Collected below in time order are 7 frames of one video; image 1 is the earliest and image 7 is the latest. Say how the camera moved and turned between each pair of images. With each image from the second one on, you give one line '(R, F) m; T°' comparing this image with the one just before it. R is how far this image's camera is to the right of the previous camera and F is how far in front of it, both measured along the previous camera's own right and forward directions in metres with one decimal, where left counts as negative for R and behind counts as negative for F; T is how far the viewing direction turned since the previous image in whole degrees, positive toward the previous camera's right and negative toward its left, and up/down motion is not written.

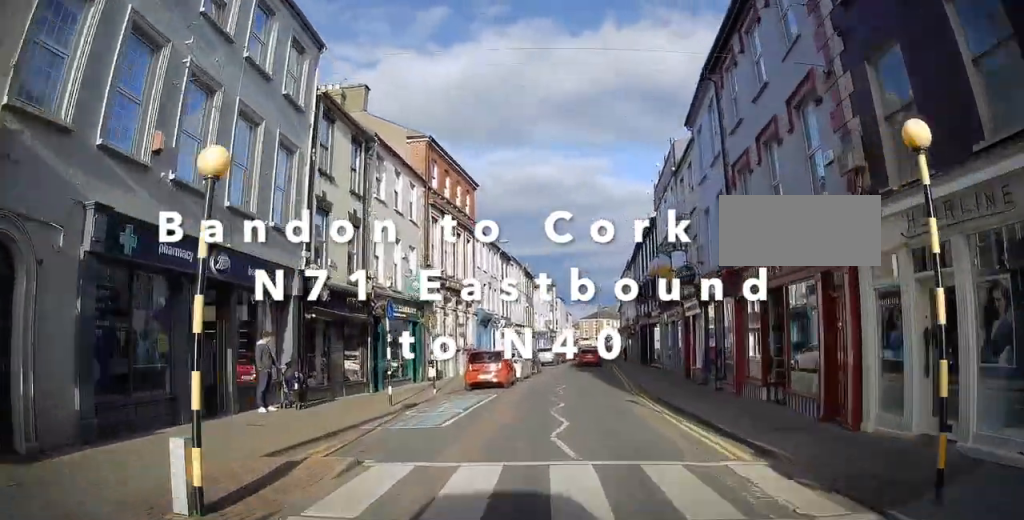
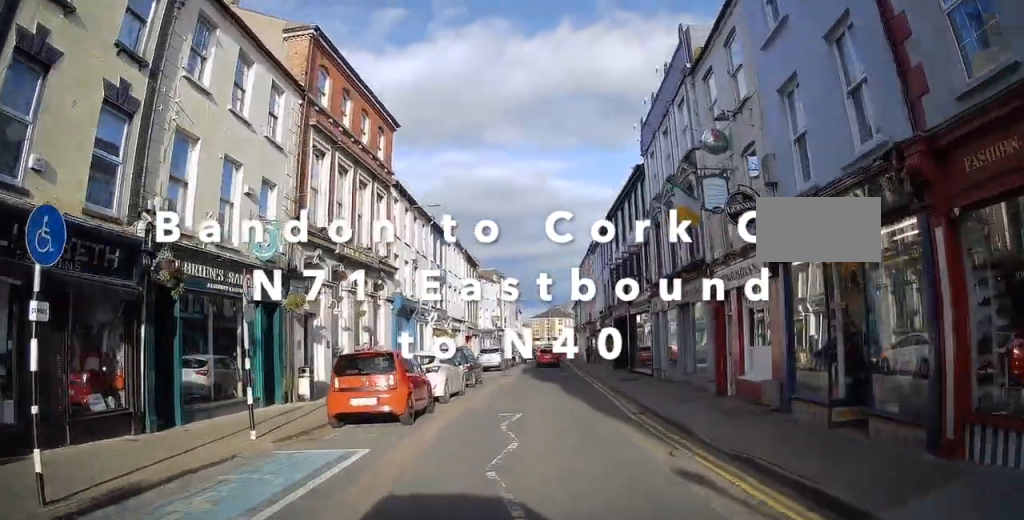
(0.0, +9.6) m; 0°
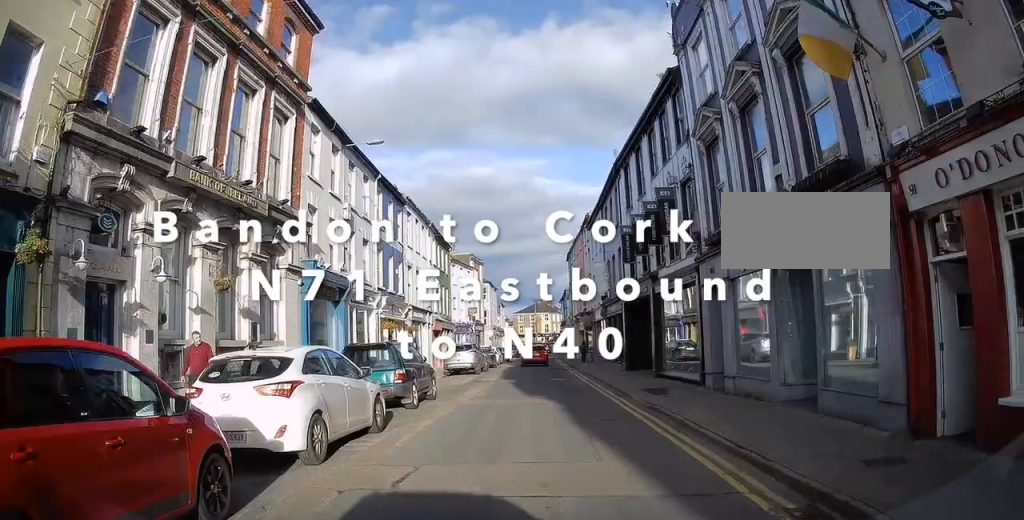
(0.0, +9.1) m; 0°
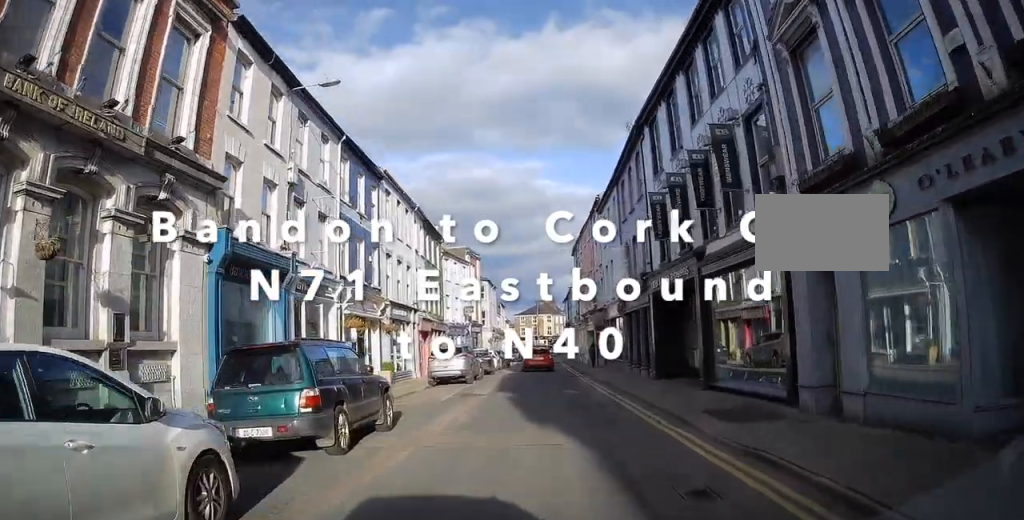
(0.0, +5.6) m; -1°
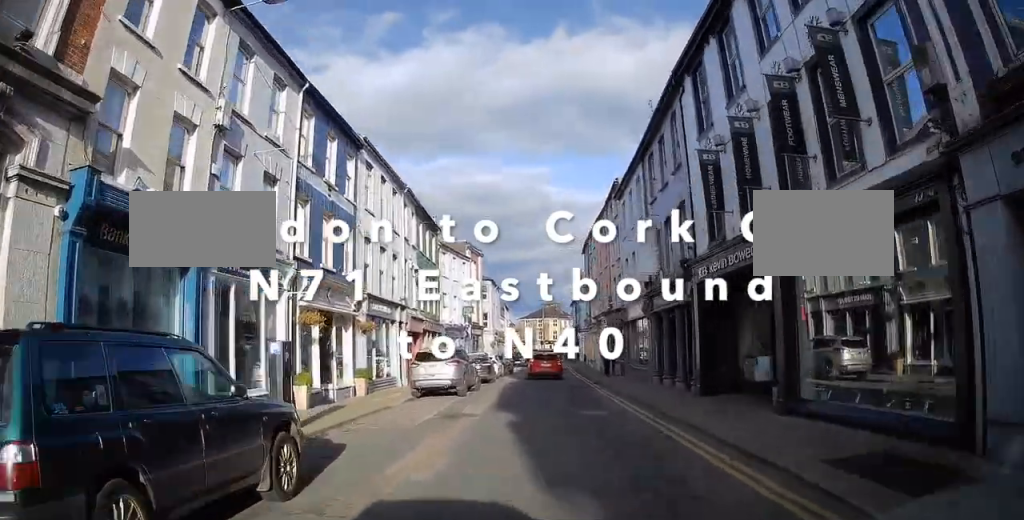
(+0.1, +5.1) m; -2°
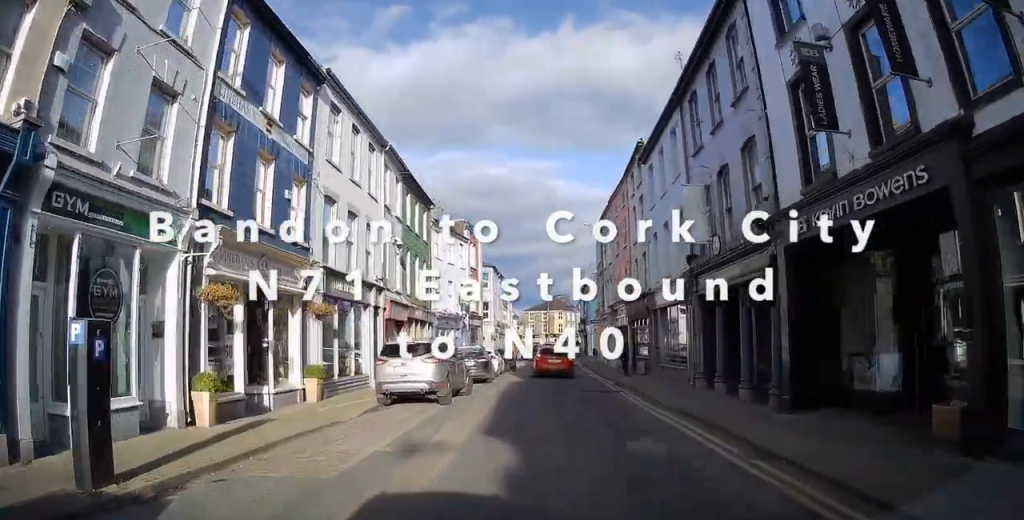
(-0.2, +5.8) m; 0°
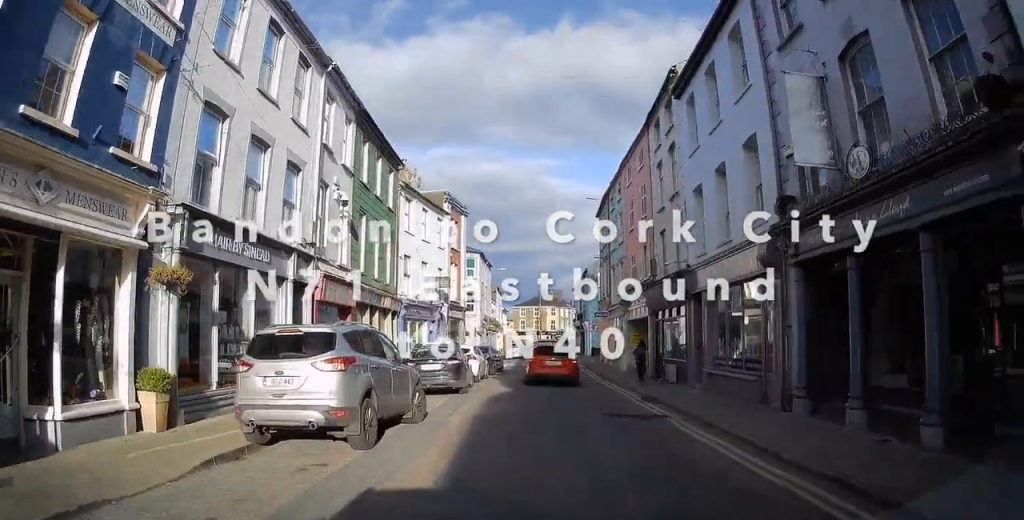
(0.0, +7.8) m; +4°
